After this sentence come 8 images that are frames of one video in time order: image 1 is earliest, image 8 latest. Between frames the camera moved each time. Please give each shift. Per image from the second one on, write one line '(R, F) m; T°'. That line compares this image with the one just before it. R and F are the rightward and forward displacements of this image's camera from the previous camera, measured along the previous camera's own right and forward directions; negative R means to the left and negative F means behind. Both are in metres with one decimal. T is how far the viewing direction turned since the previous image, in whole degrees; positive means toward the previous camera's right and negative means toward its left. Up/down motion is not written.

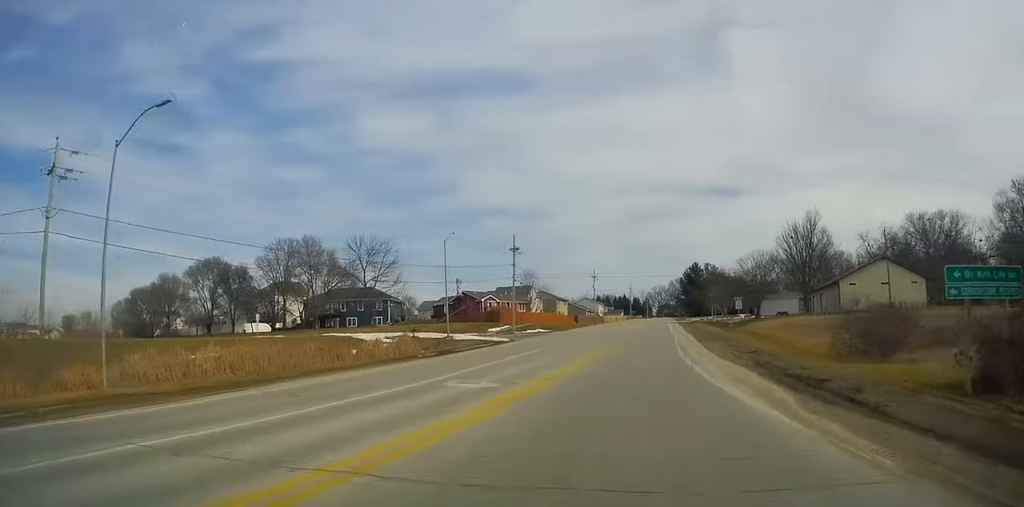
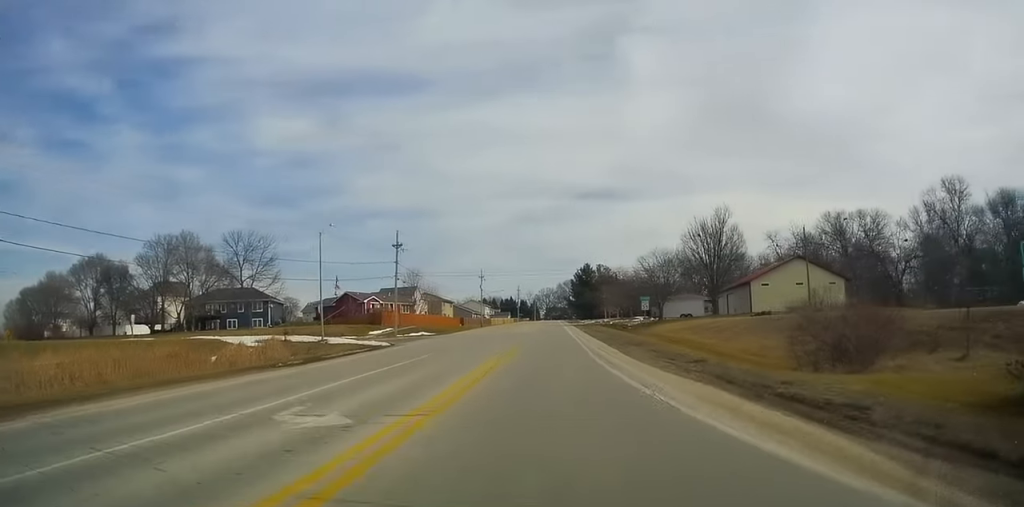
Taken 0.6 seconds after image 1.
(+0.6, +4.9) m; +7°
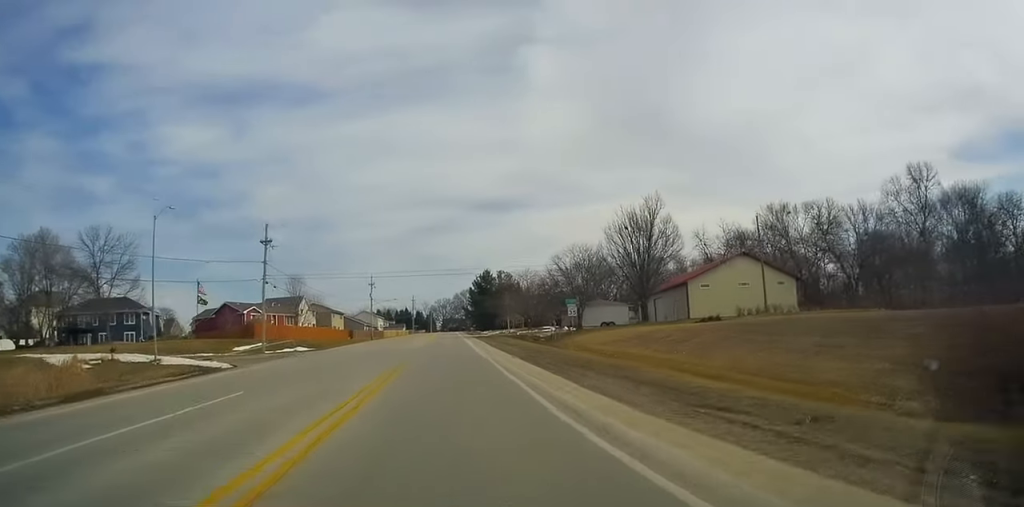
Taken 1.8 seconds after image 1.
(+1.1, +11.1) m; +7°
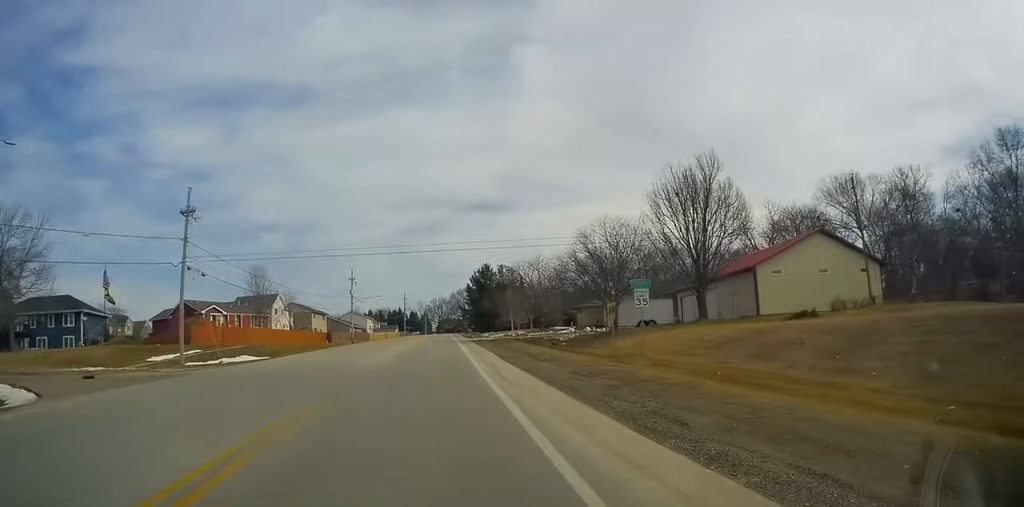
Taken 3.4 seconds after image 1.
(+0.1, +15.7) m; 0°
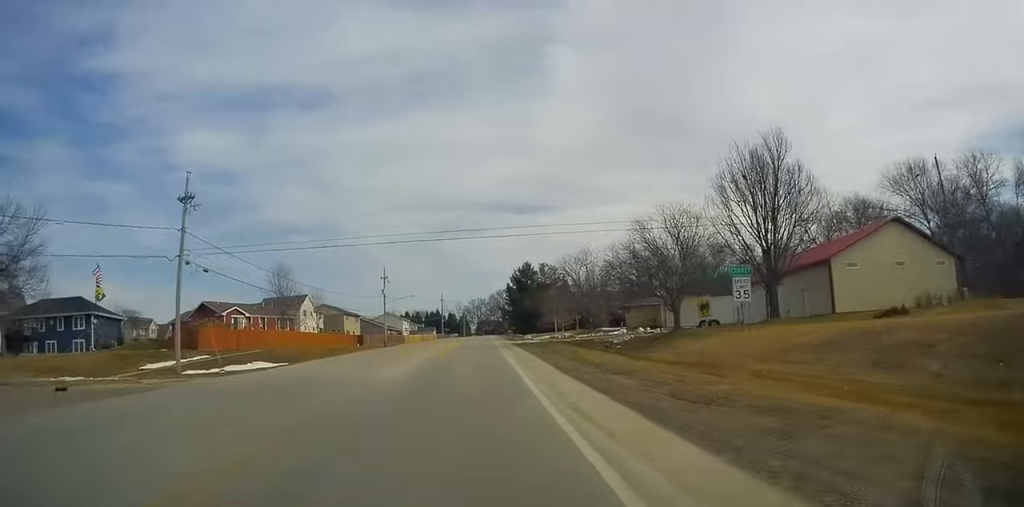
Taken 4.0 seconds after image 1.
(0.0, +6.1) m; -1°
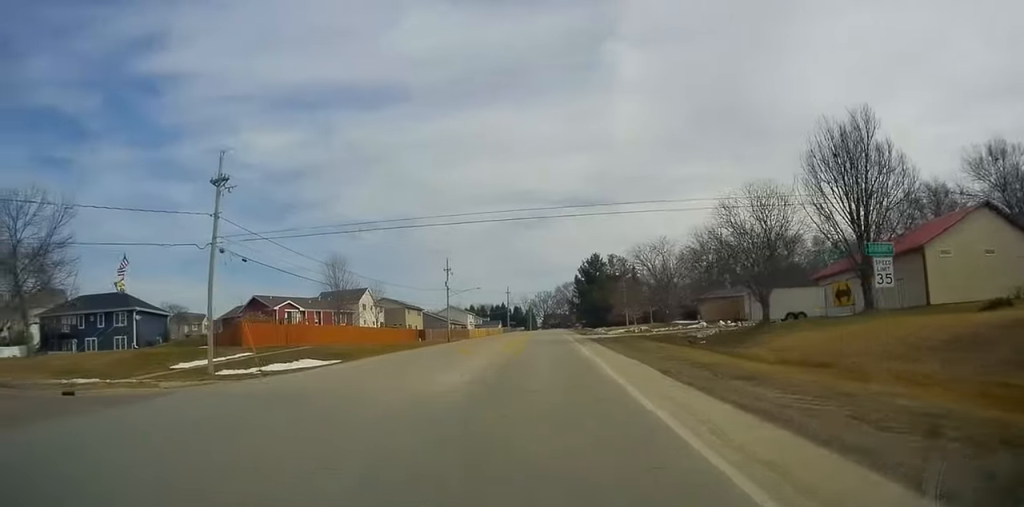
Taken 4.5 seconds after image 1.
(-0.1, +4.1) m; -6°
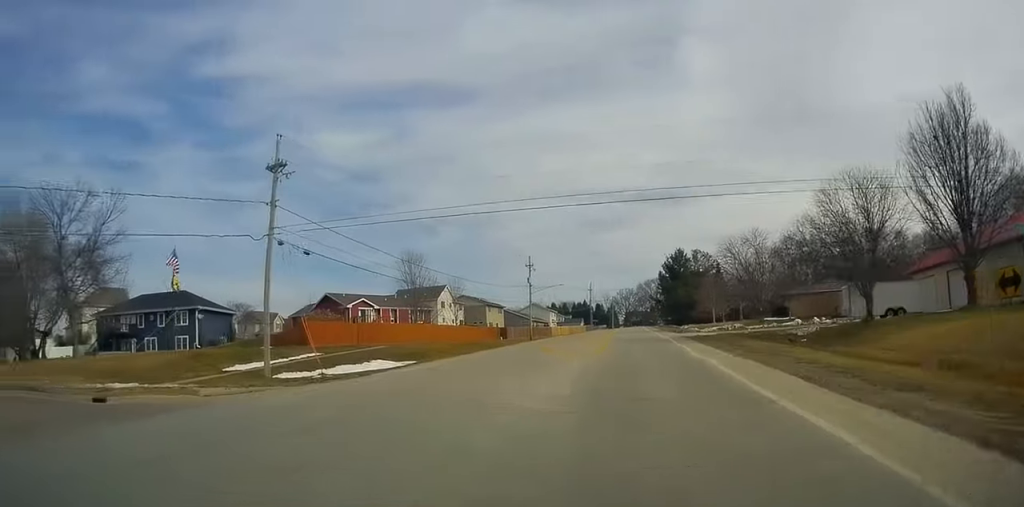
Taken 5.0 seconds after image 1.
(+0.3, +3.4) m; -5°
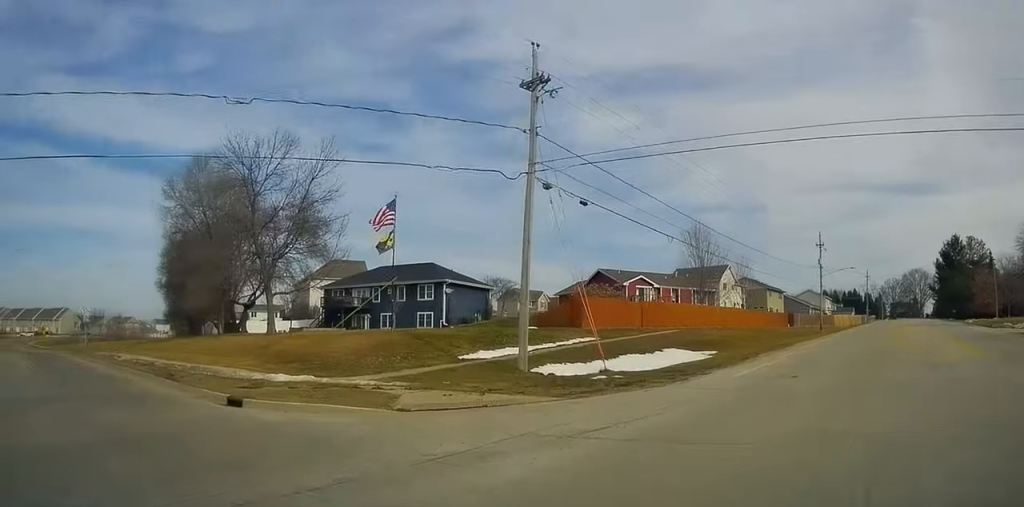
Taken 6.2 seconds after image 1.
(-2.6, +7.8) m; -34°
